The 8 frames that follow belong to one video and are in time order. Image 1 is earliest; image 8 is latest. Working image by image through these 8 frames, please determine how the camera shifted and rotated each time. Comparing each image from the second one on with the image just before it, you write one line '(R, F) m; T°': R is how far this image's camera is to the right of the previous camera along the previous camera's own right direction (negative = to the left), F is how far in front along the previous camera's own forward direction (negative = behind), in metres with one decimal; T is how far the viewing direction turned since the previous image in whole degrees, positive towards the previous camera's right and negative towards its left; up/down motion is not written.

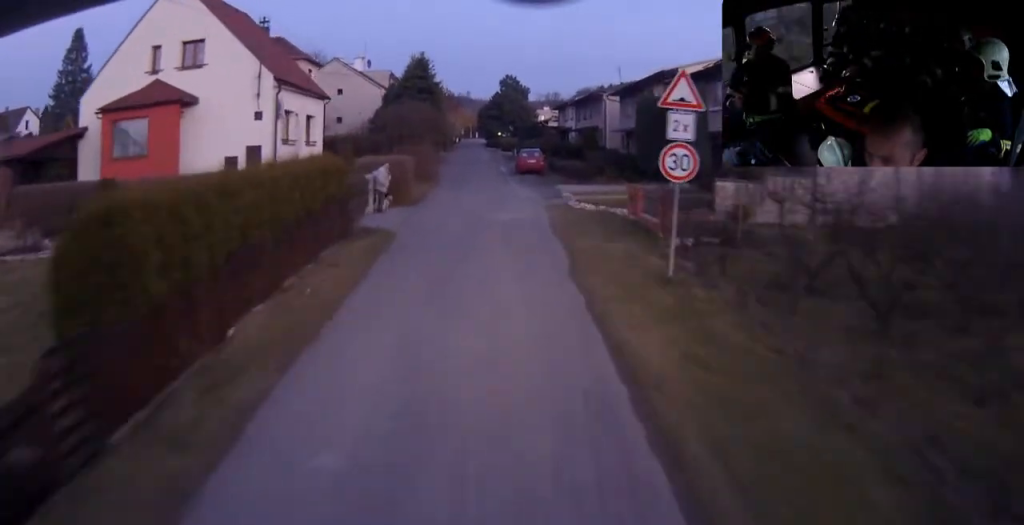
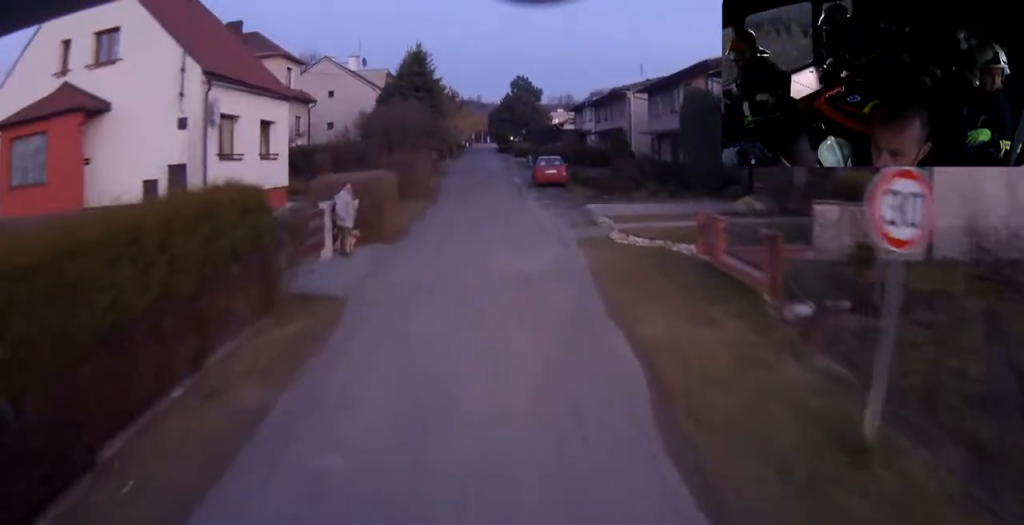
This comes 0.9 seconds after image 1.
(+0.5, +7.5) m; 0°
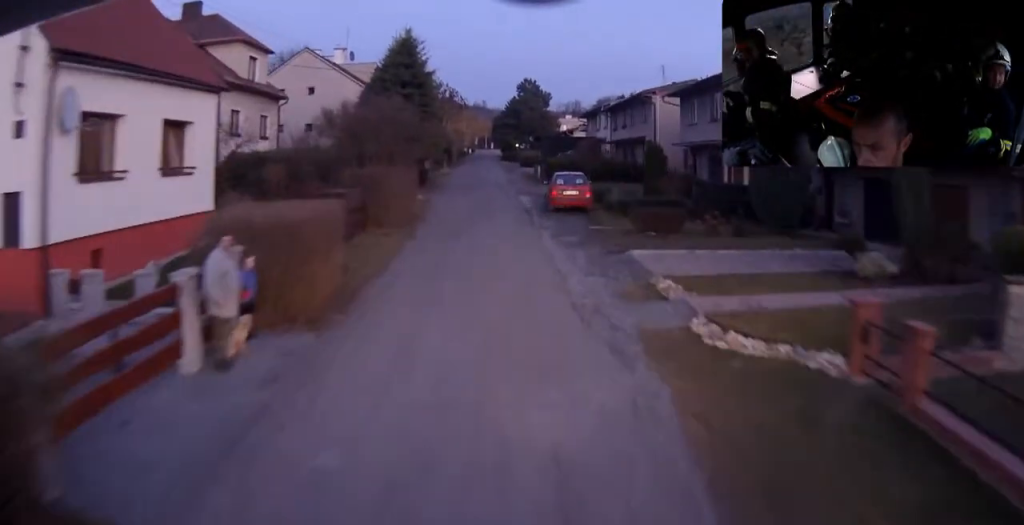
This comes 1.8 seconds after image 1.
(-0.4, +8.3) m; 0°
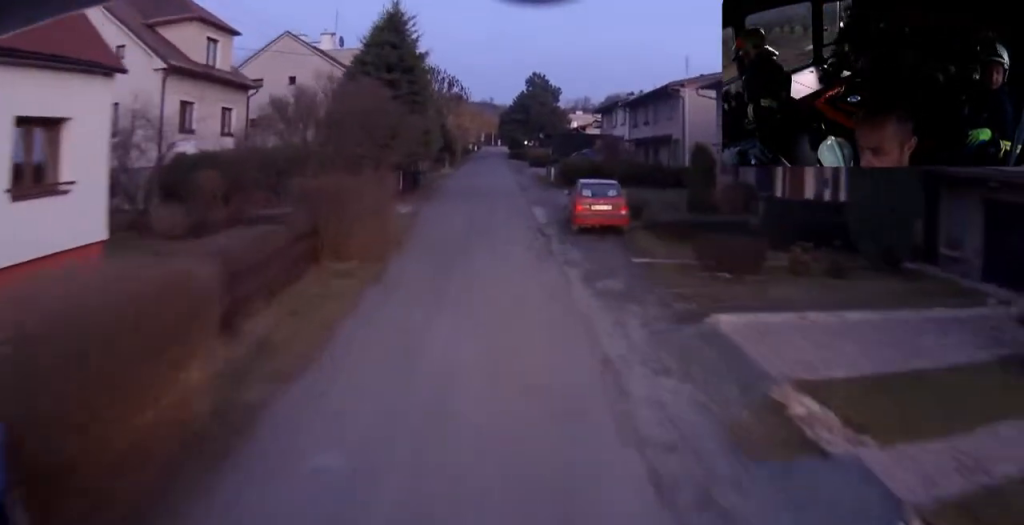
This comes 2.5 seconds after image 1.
(+0.1, +6.5) m; -1°
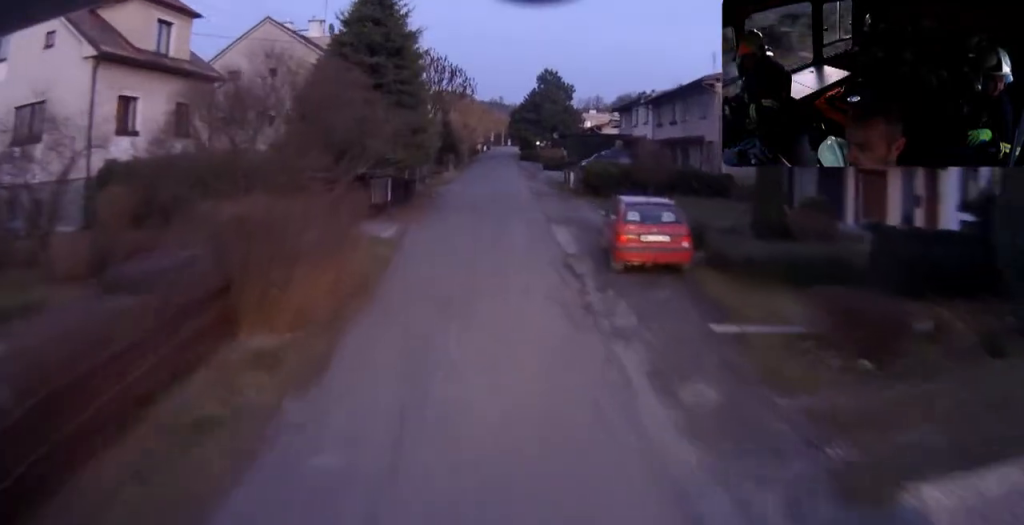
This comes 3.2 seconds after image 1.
(+0.1, +5.6) m; -1°
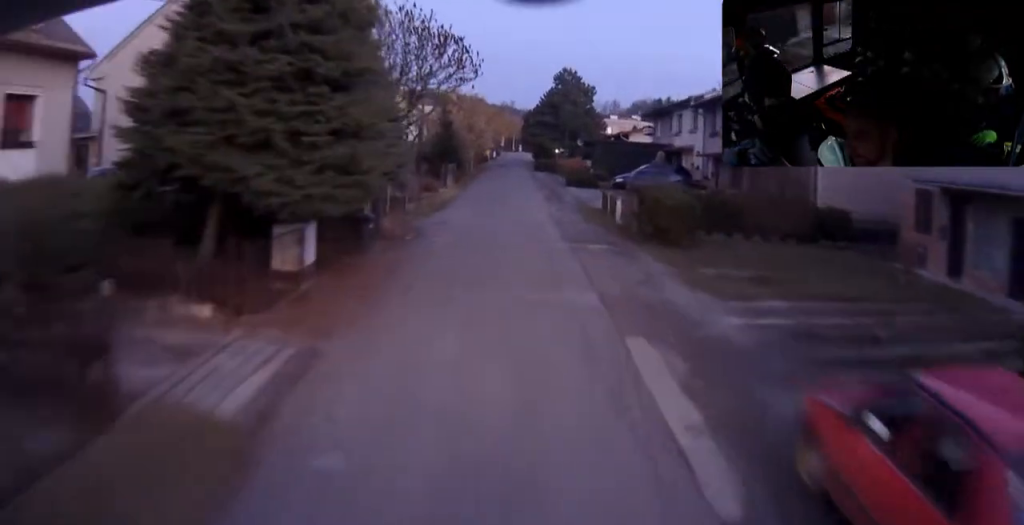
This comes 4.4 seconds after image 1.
(-0.4, +10.9) m; 0°
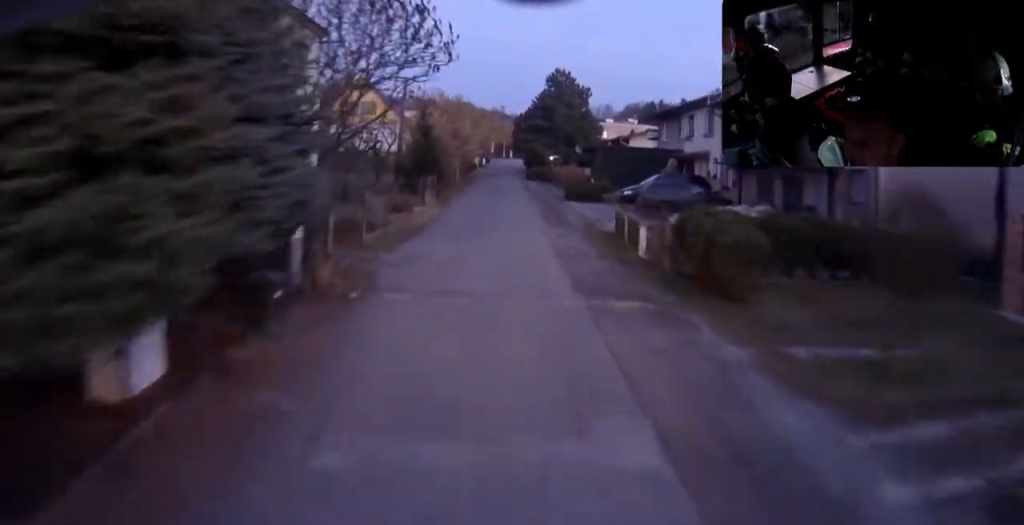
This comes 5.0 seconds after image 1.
(+0.2, +5.6) m; +1°
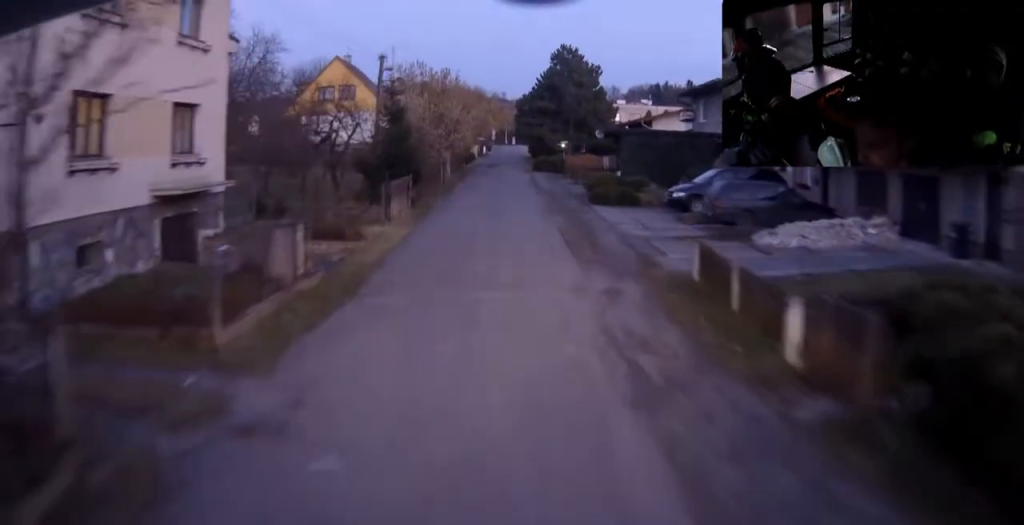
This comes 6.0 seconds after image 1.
(-0.1, +10.0) m; 0°
